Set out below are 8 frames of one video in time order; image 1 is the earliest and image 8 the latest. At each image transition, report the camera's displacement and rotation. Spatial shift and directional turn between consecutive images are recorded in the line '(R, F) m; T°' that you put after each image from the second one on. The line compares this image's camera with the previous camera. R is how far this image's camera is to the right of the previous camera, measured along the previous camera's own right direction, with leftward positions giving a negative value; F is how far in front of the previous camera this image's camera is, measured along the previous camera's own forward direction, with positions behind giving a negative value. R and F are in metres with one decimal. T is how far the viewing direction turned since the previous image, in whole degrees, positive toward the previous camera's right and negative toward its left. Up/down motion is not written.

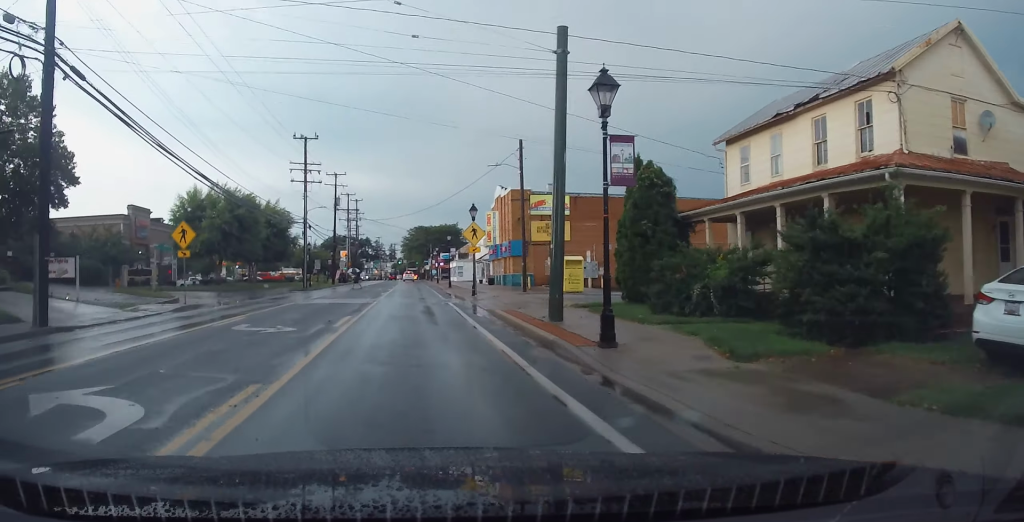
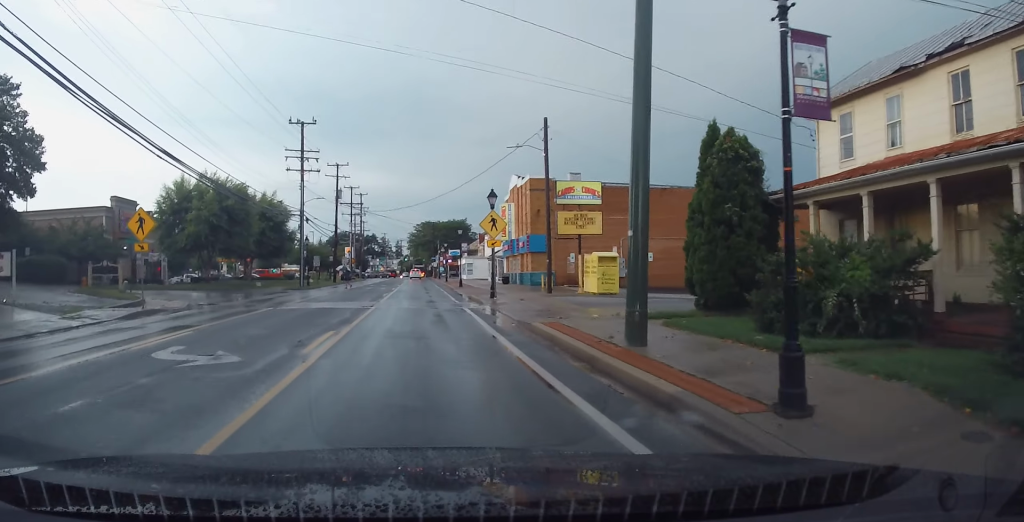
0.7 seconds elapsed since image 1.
(-0.2, +5.4) m; -1°
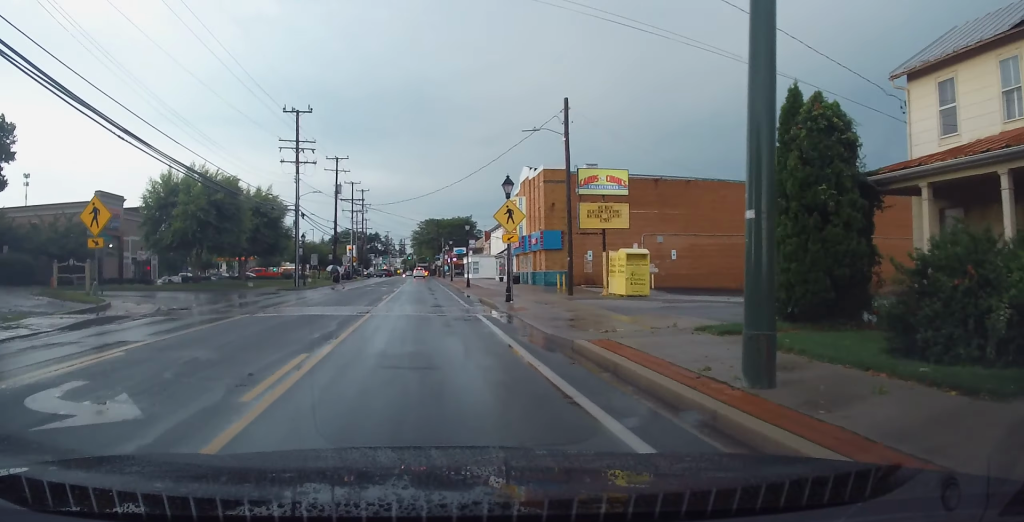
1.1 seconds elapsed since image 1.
(-0.1, +3.8) m; -1°
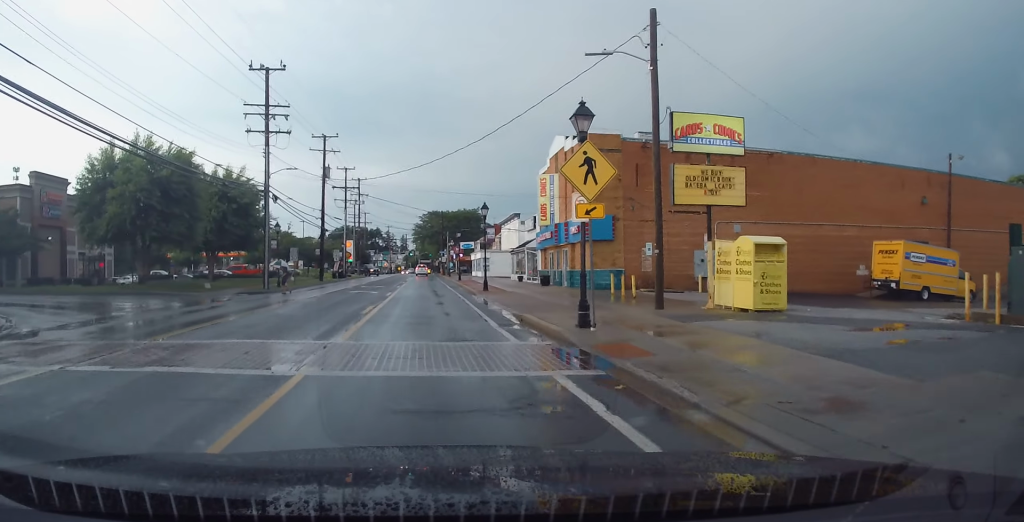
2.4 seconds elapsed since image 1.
(0.0, +11.5) m; 0°
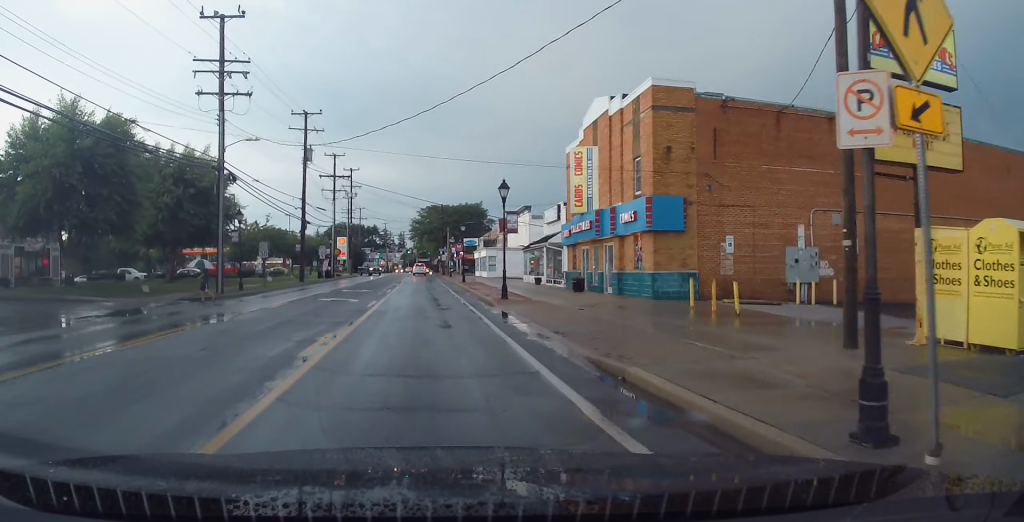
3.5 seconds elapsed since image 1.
(-0.1, +9.6) m; -1°
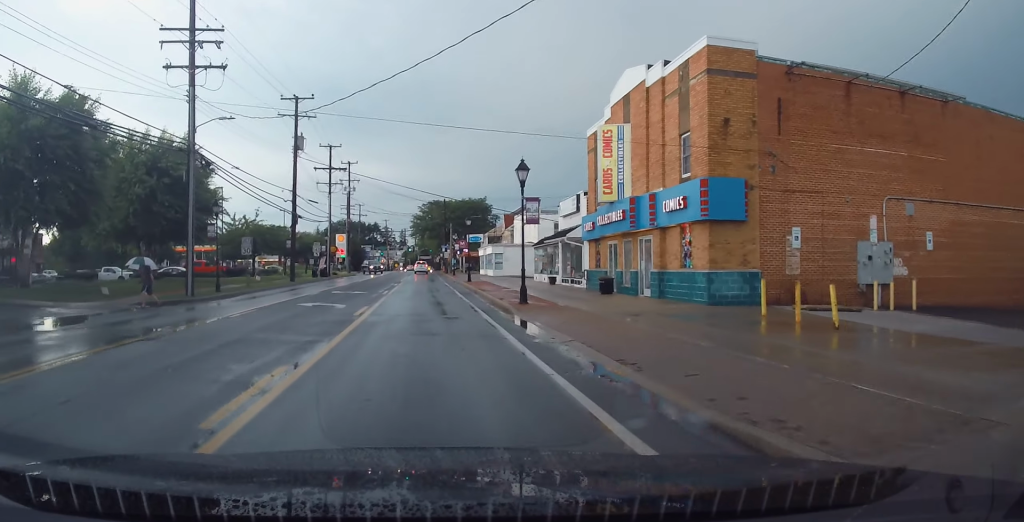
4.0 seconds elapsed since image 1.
(-0.2, +4.7) m; +1°
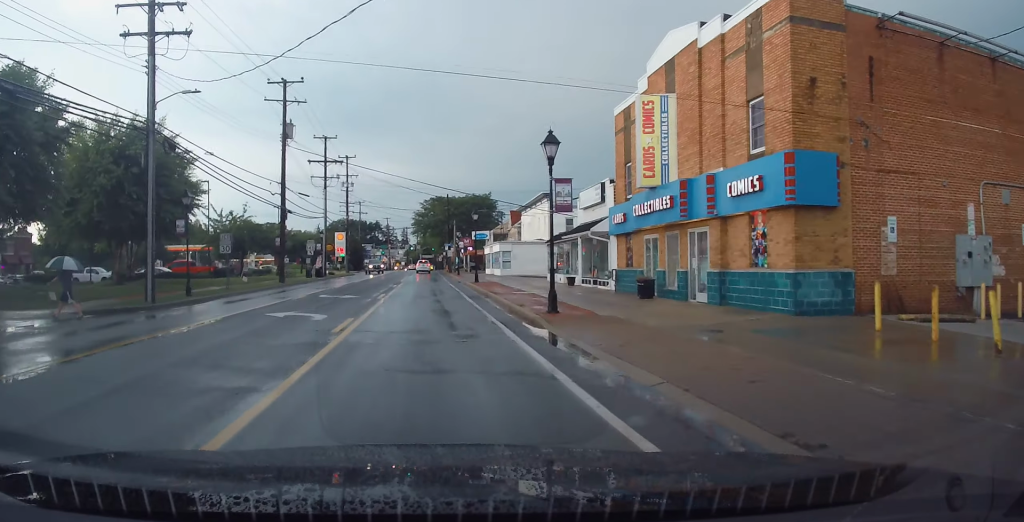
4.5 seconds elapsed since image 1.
(+0.2, +4.7) m; +1°
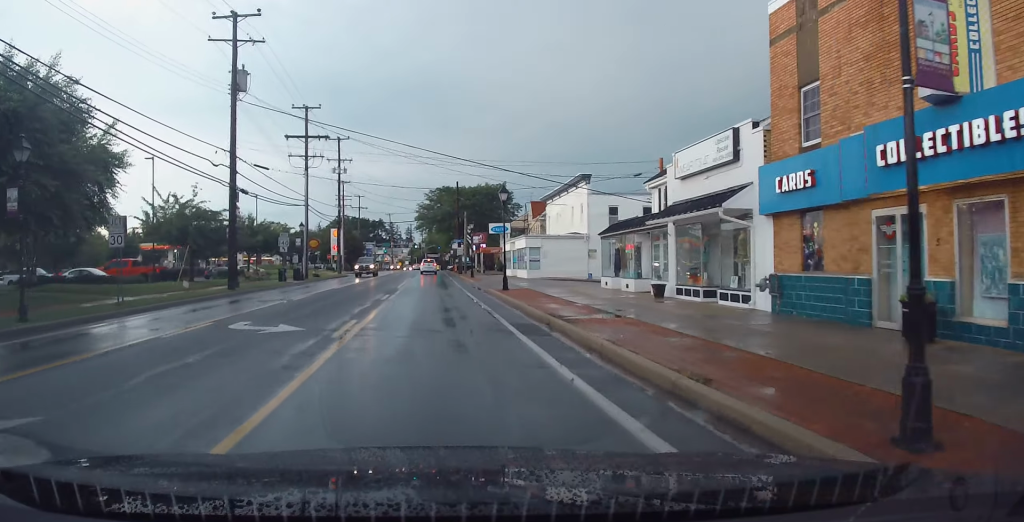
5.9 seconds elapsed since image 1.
(+0.3, +13.7) m; 0°
